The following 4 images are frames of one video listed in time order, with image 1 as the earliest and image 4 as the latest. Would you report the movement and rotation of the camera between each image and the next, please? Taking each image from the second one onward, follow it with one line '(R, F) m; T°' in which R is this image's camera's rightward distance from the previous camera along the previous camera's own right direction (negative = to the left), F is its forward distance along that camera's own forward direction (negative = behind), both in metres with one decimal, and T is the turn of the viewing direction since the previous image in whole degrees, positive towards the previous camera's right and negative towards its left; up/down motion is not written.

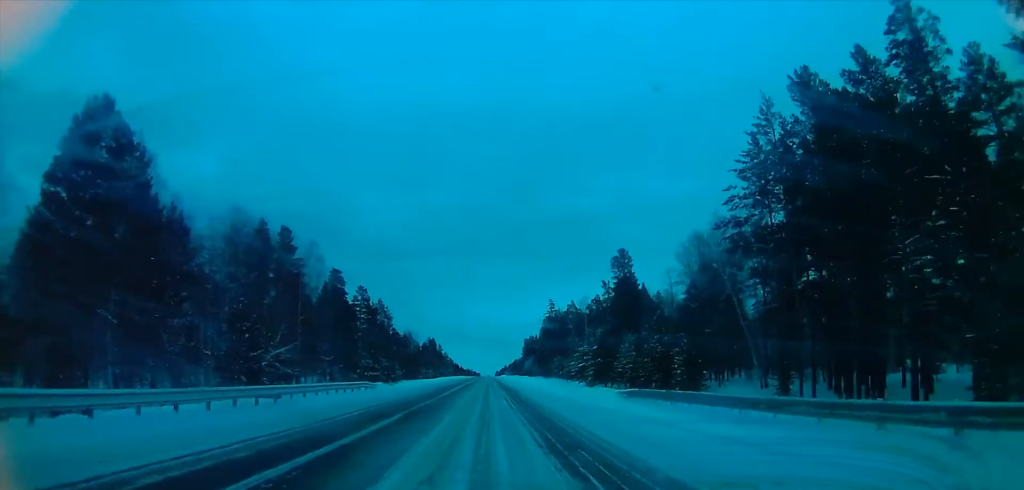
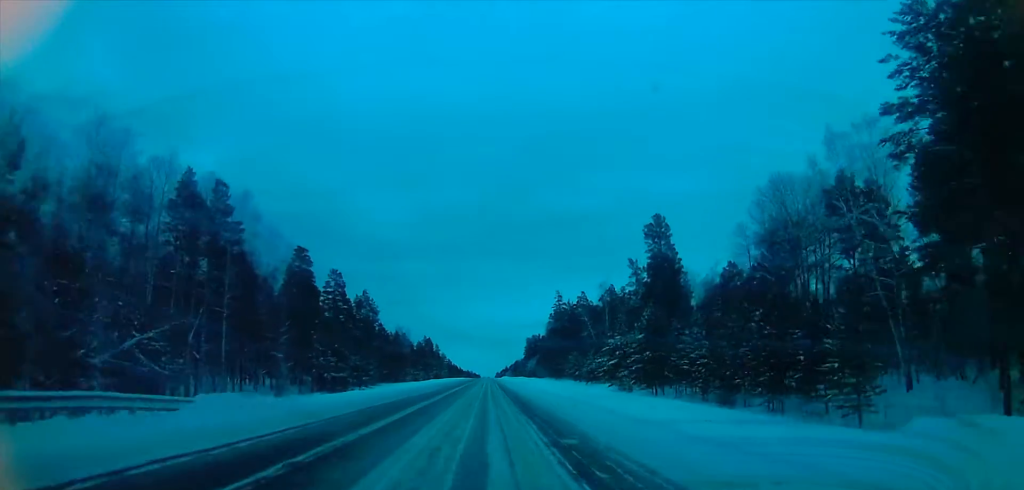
(+0.1, +26.5) m; +1°
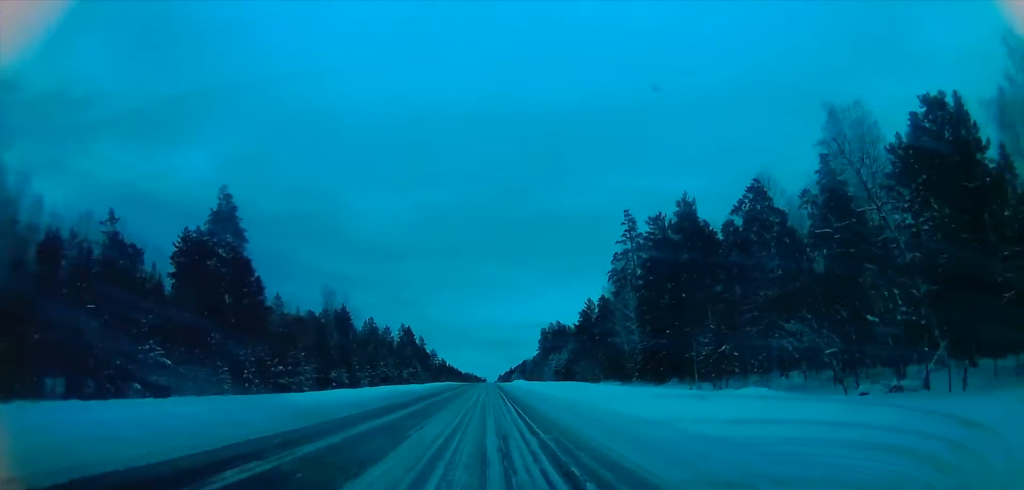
(+0.9, +106.2) m; +1°
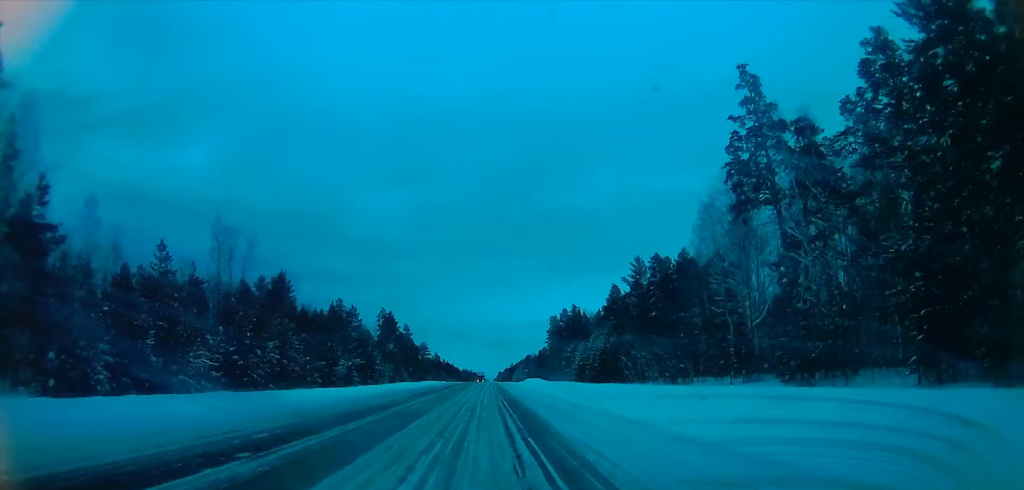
(+0.8, +52.8) m; 0°
